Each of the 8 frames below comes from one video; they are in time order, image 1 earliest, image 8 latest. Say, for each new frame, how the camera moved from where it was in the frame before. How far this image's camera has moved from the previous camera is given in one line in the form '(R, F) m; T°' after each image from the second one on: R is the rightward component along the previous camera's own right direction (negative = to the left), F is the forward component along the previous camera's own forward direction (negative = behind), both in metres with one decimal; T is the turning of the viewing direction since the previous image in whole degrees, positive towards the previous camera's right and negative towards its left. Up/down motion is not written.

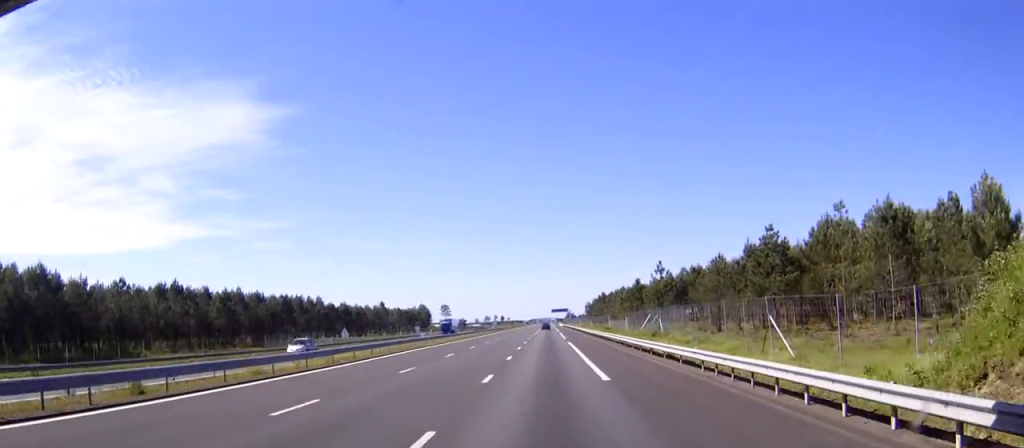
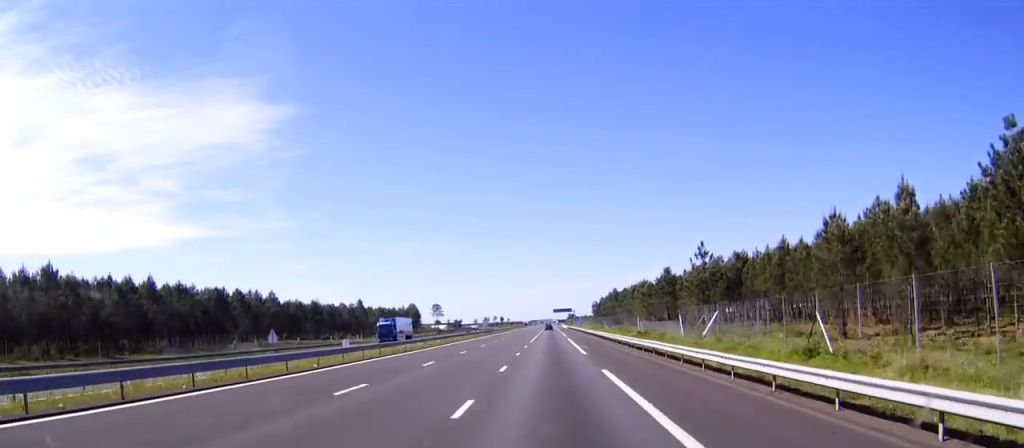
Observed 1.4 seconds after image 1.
(-0.1, +35.1) m; -1°
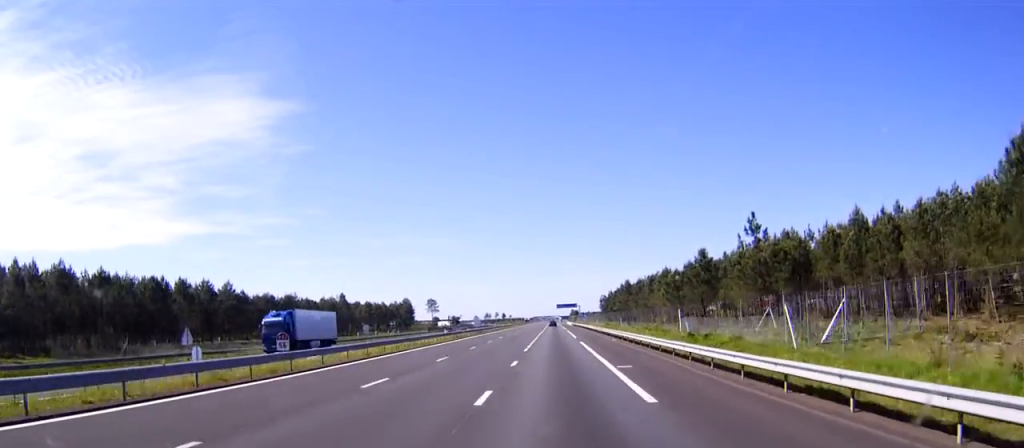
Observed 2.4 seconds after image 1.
(-0.1, +24.1) m; 0°
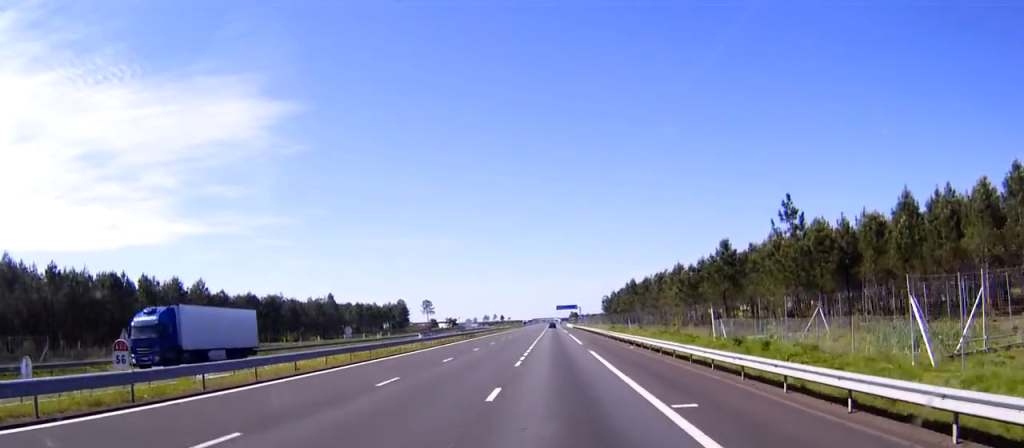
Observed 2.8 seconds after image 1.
(0.0, +11.7) m; 0°
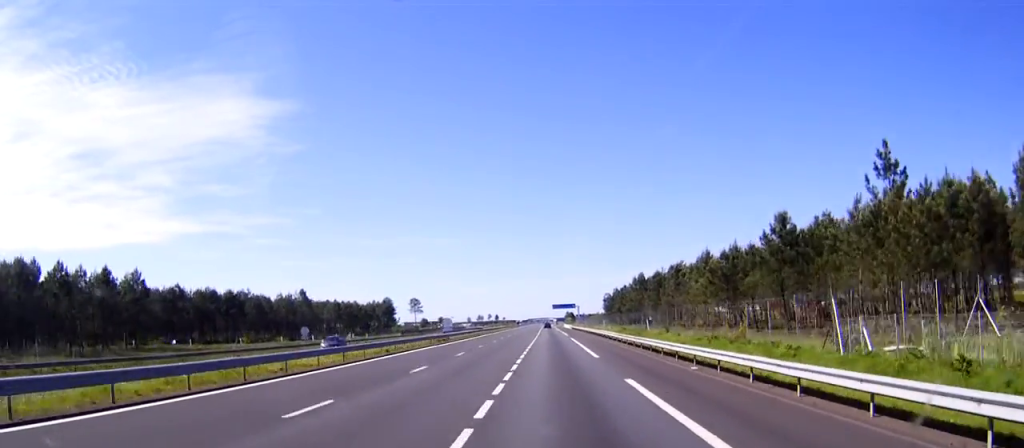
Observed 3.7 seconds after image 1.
(0.0, +20.9) m; 0°
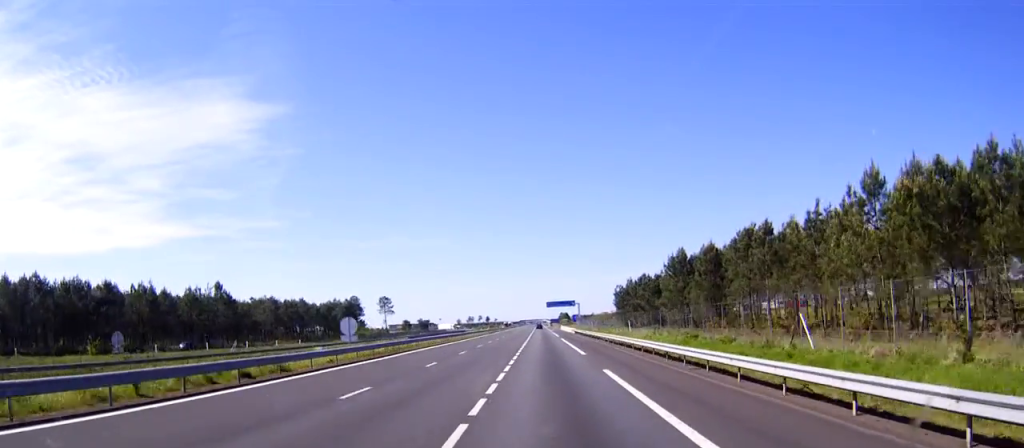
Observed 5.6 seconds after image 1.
(+0.2, +47.8) m; 0°
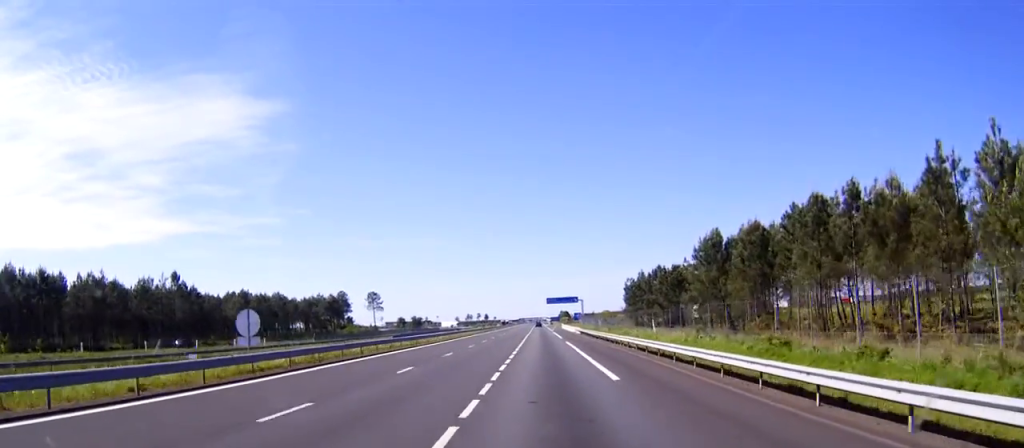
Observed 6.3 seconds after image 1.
(0.0, +18.4) m; 0°
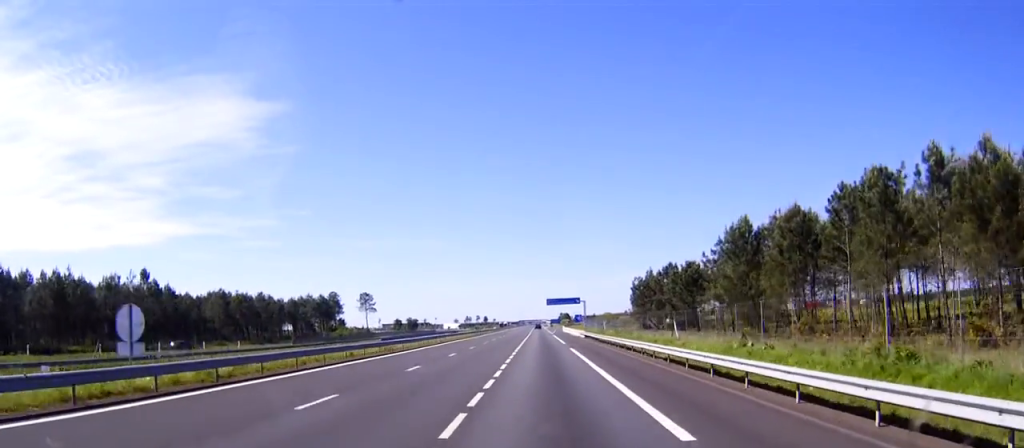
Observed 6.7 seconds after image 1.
(0.0, +10.9) m; 0°
